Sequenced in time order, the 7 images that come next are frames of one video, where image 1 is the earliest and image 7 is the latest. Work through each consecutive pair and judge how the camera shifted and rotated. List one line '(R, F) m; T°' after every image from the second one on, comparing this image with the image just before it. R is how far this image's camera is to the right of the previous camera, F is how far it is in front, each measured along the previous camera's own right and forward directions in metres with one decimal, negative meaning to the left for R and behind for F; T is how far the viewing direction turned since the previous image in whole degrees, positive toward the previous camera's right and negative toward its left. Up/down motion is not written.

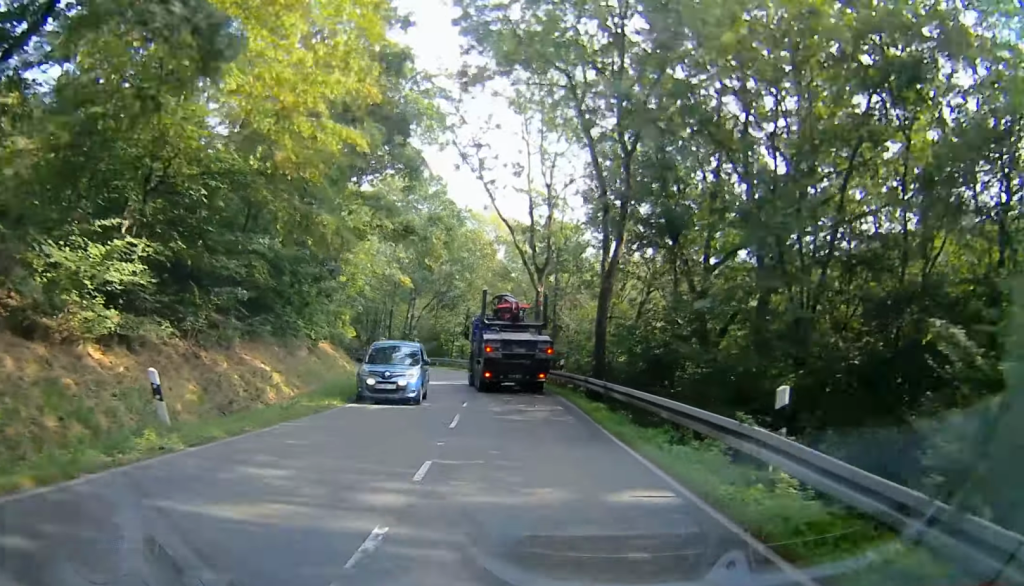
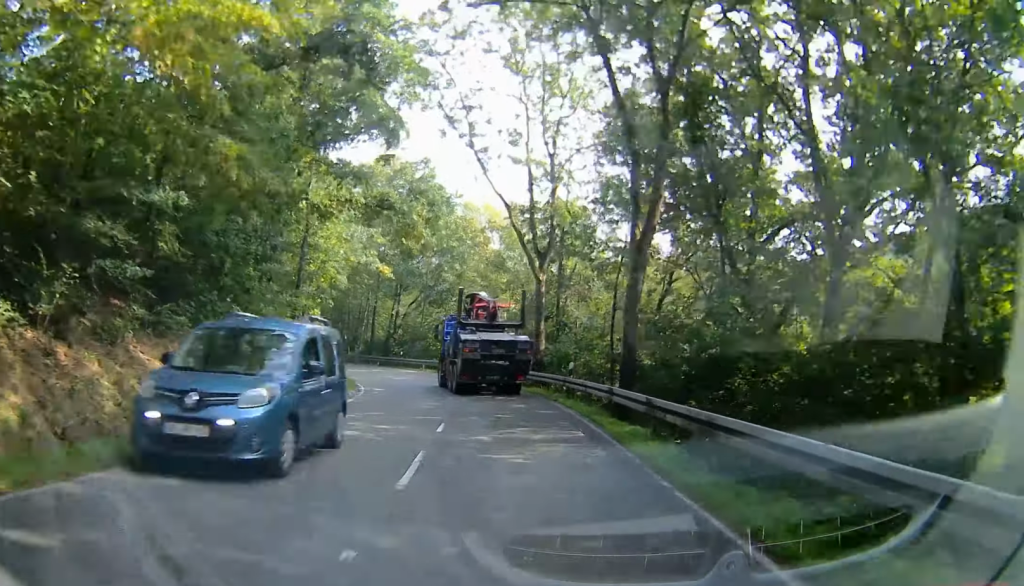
(+1.0, +6.0) m; -8°
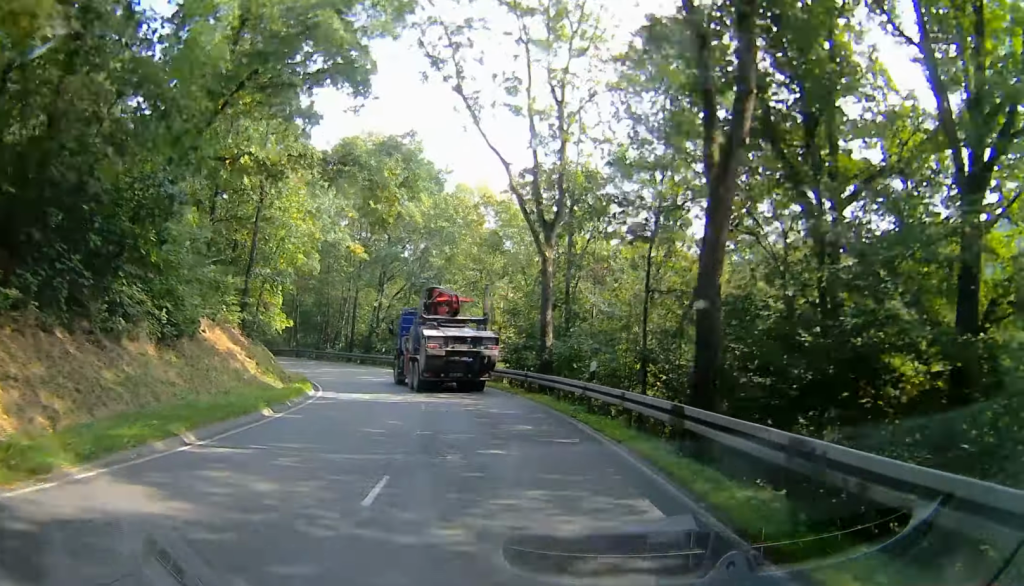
(-1.7, +6.1) m; -9°
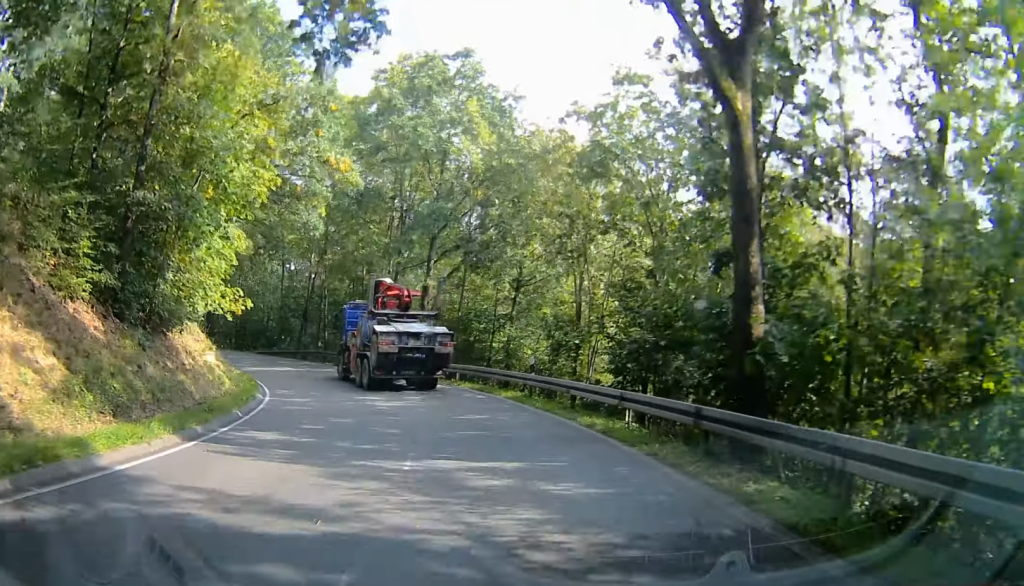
(-3.0, +15.4) m; -12°
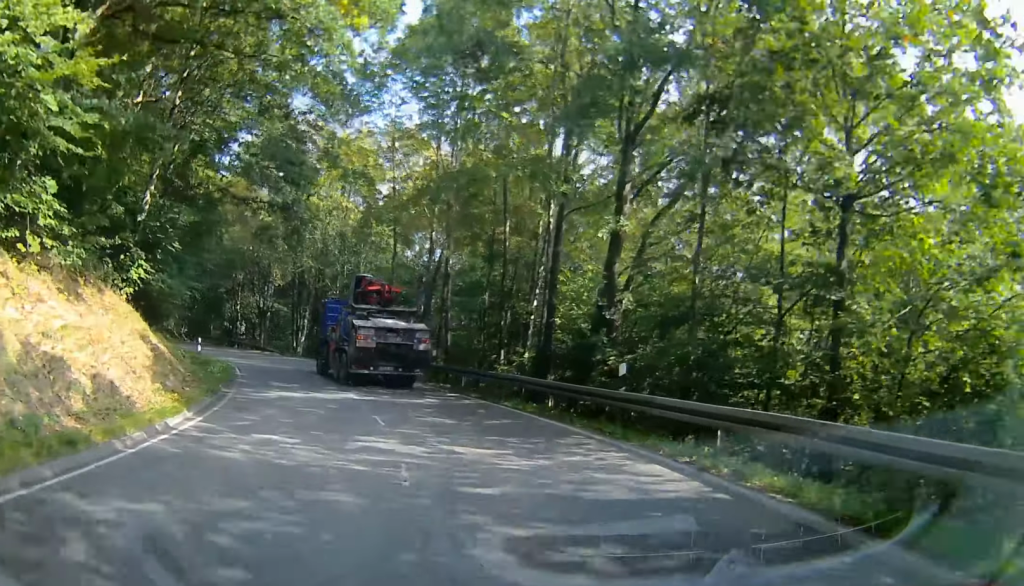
(-0.2, +20.0) m; -1°
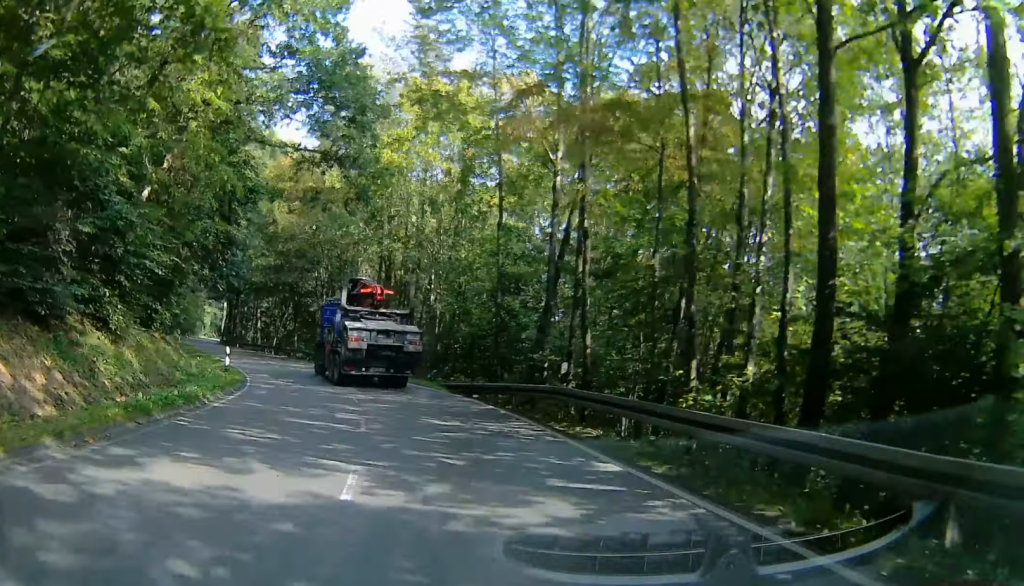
(0.0, +13.4) m; 0°
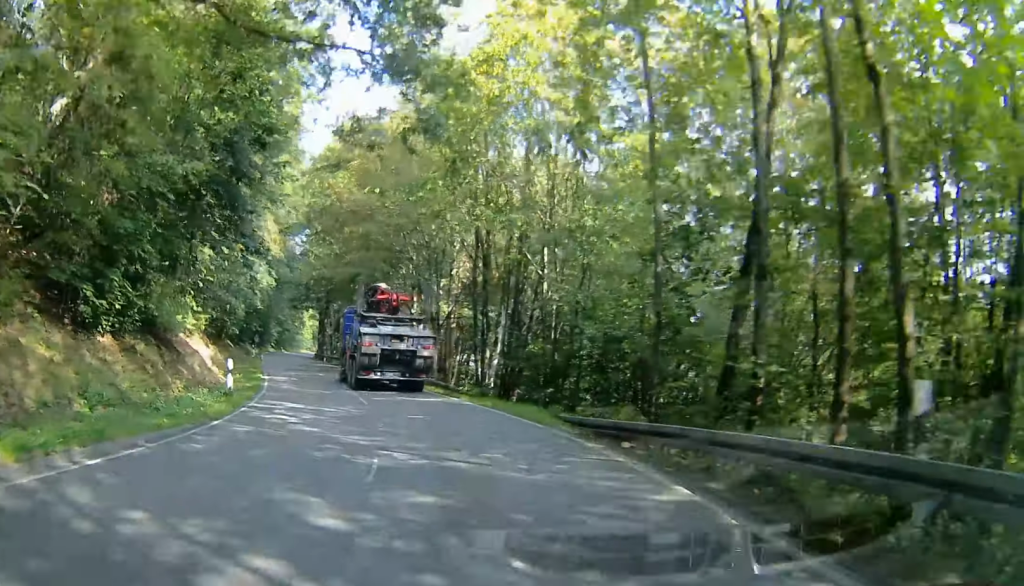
(0.0, +11.2) m; 0°
